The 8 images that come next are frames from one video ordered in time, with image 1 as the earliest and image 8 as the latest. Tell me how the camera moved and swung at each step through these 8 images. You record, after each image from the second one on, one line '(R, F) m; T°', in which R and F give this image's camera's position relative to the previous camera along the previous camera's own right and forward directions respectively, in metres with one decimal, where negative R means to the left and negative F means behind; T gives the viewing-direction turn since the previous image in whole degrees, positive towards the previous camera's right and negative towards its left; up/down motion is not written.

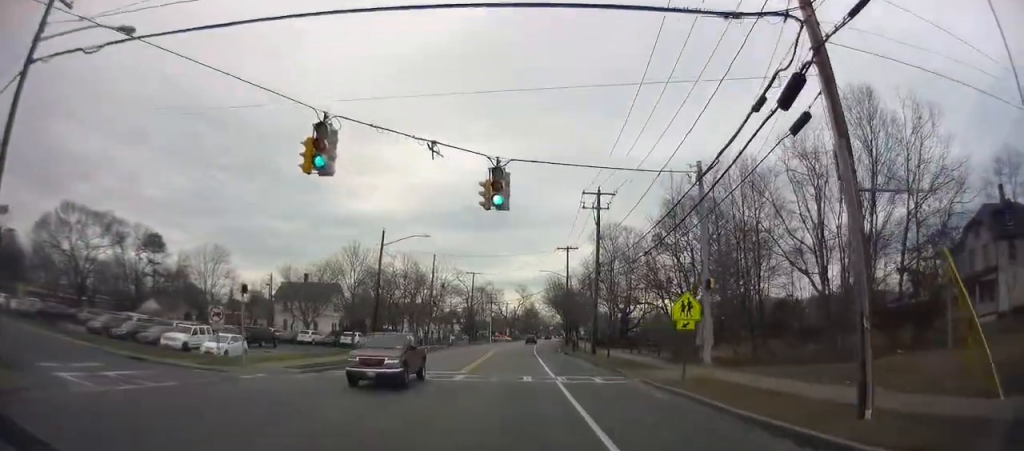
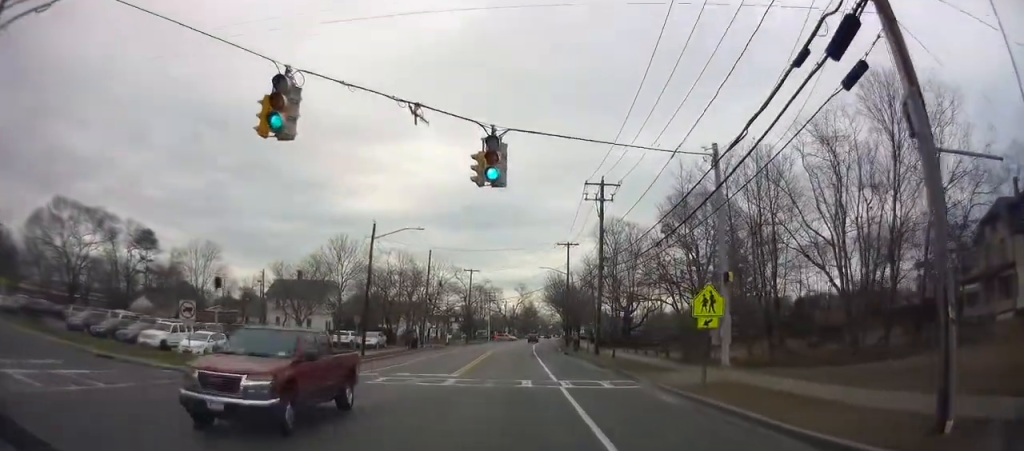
(-0.1, +2.3) m; -1°
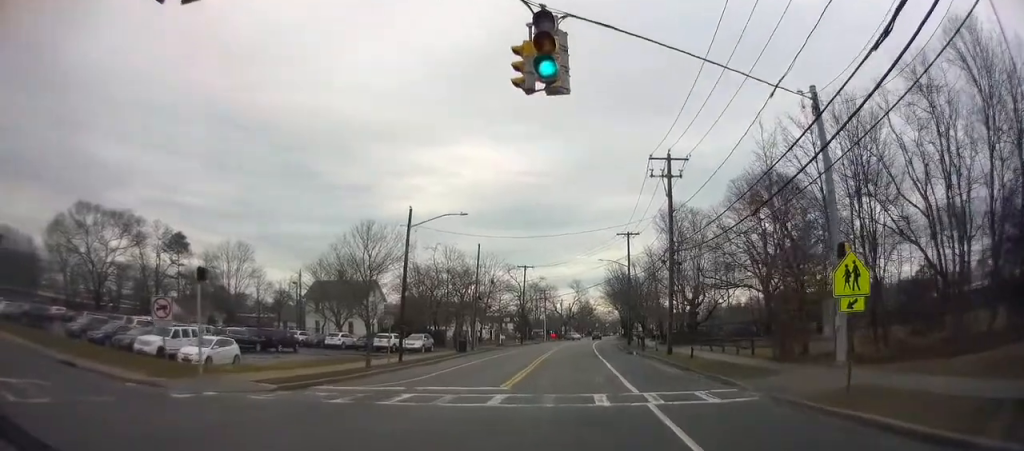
(-0.2, +5.0) m; -18°
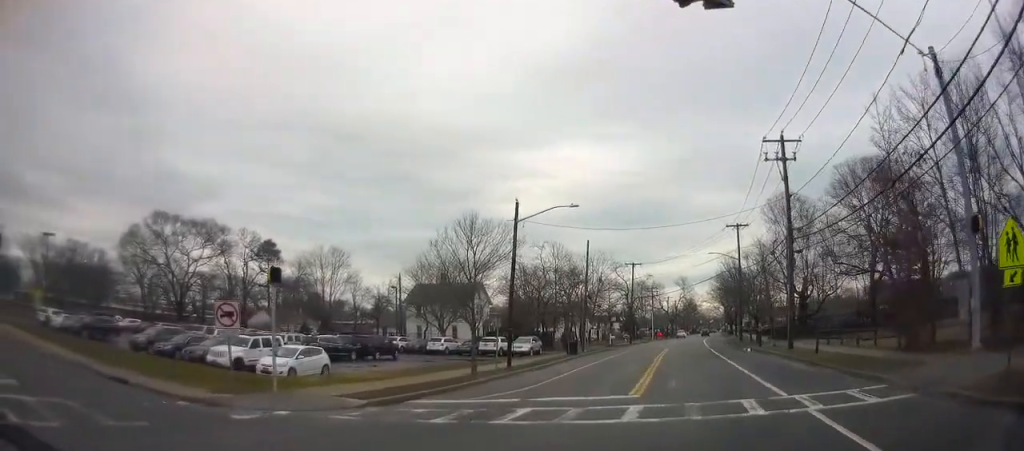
(0.0, +2.4) m; -18°
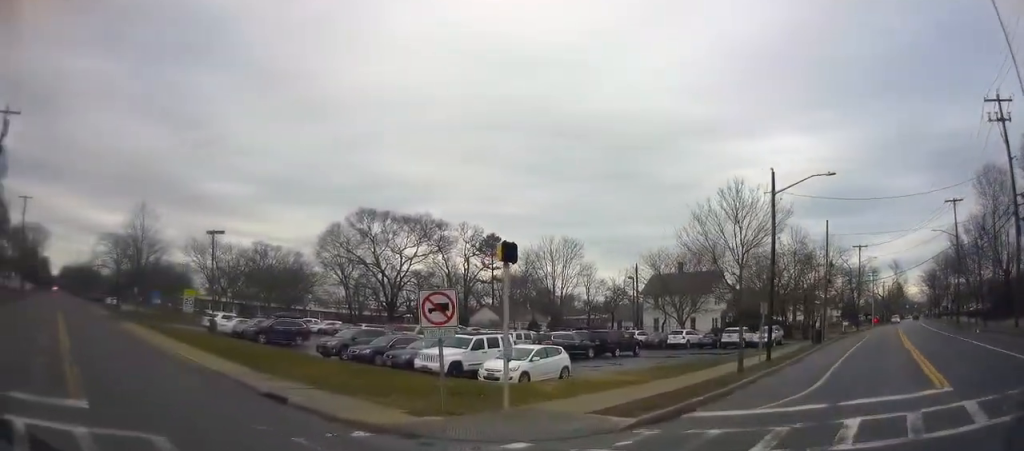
(-1.3, +4.2) m; -18°
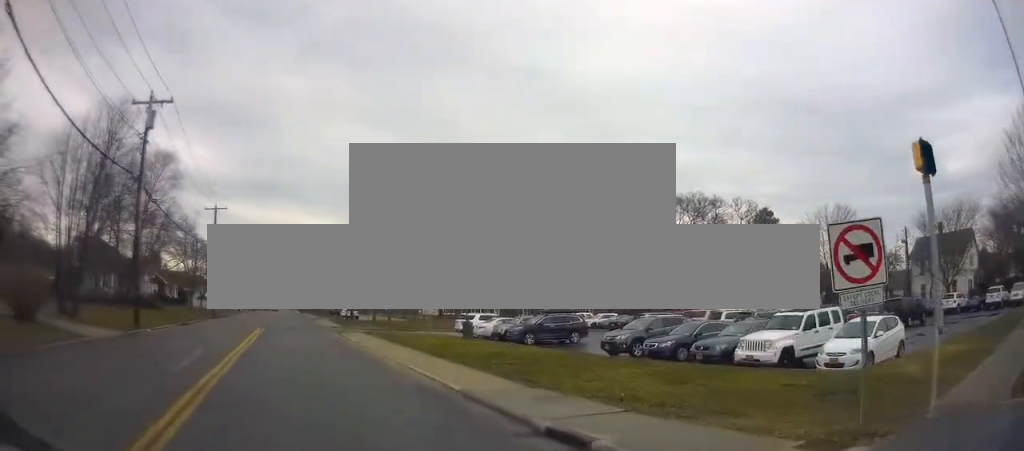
(-0.3, +5.6) m; -11°
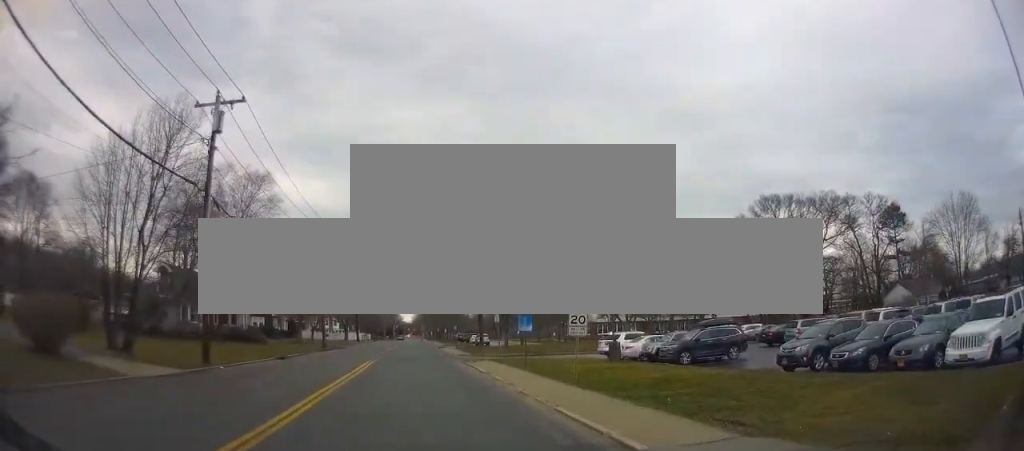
(-0.6, +4.9) m; -8°
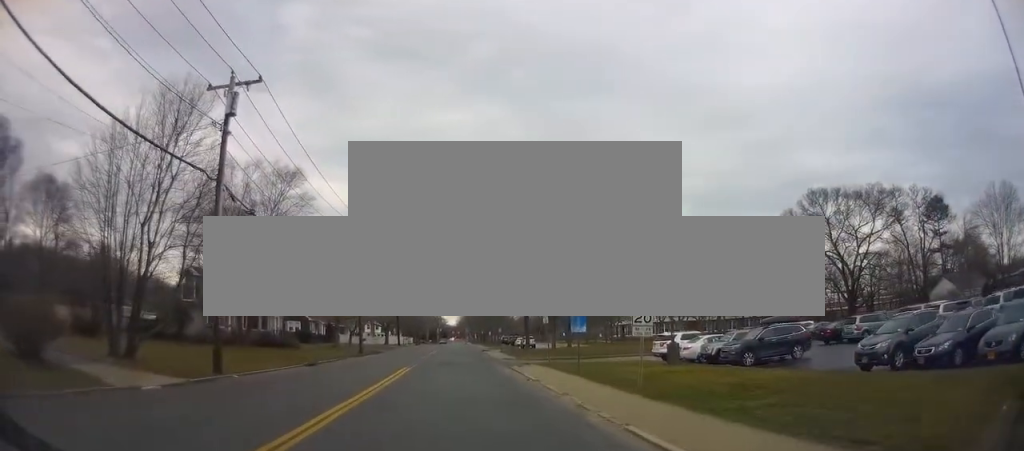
(-0.1, +2.8) m; -3°
